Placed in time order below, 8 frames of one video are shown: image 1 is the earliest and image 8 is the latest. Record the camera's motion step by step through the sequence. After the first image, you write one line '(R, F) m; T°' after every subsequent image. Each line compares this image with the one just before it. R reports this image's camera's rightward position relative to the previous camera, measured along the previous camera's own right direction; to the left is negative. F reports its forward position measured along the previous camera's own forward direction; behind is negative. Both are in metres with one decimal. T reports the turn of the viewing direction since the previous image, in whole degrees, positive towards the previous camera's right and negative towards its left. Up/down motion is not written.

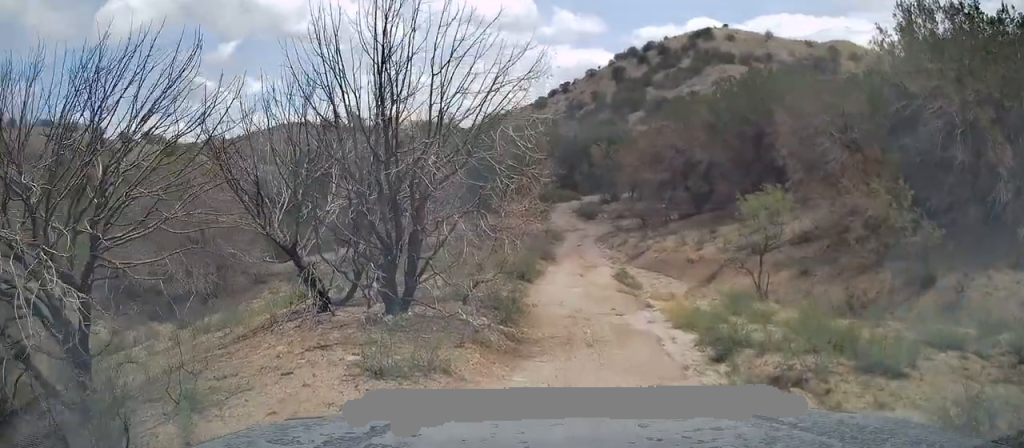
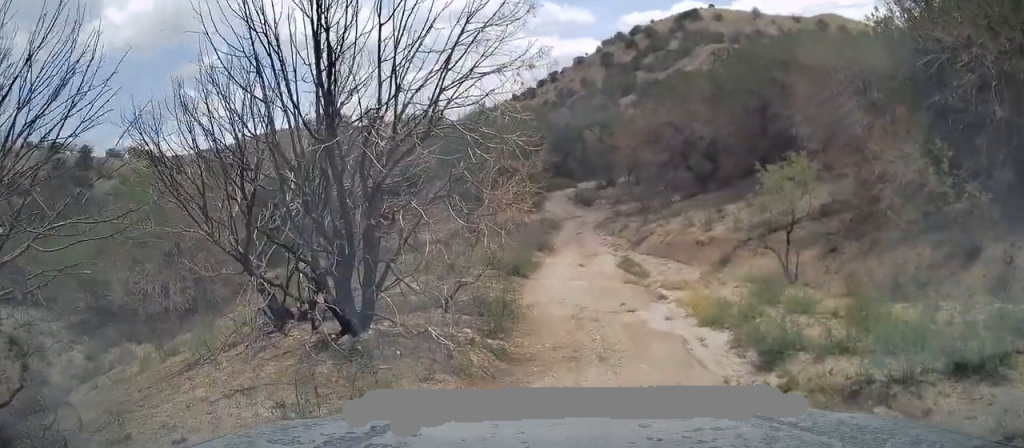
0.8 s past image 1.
(-0.1, +2.6) m; -5°
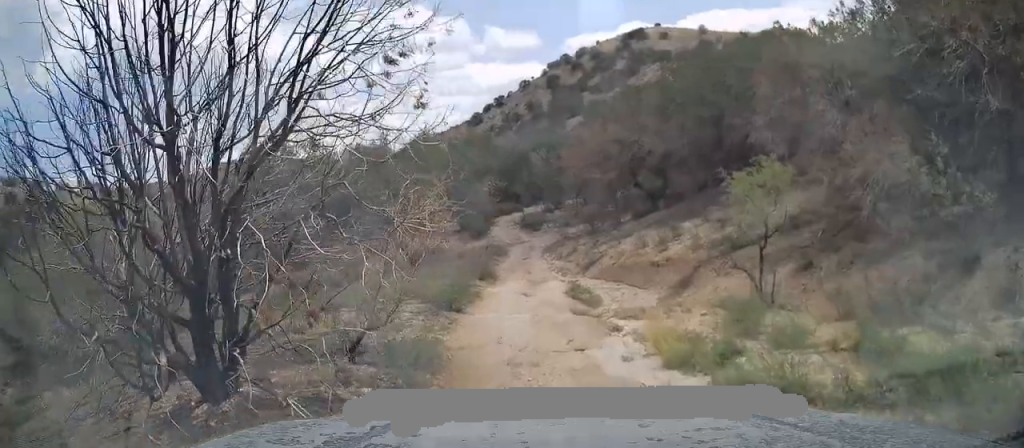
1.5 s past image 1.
(-0.1, +2.4) m; -4°
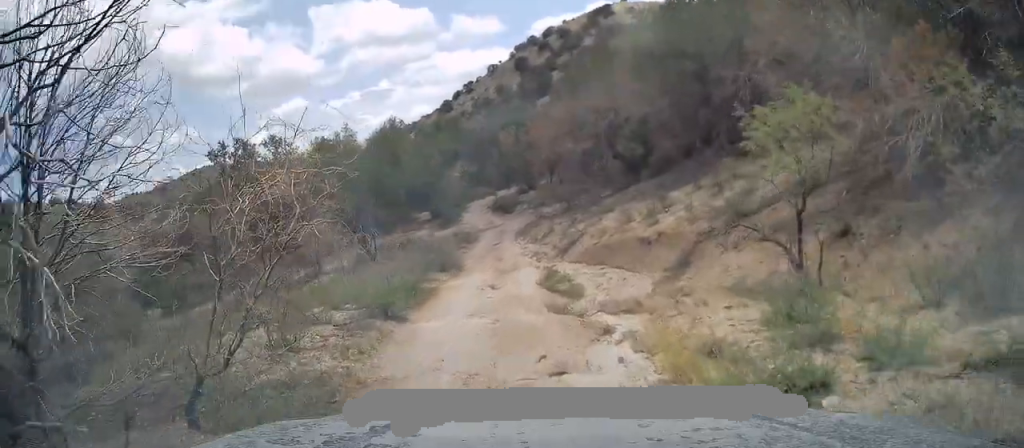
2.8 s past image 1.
(-0.1, +3.8) m; 0°
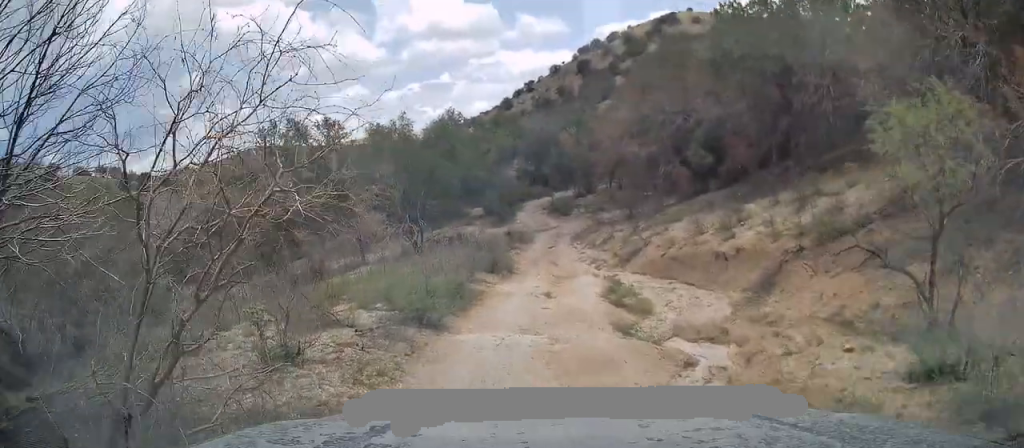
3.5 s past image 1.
(0.0, +2.2) m; +1°
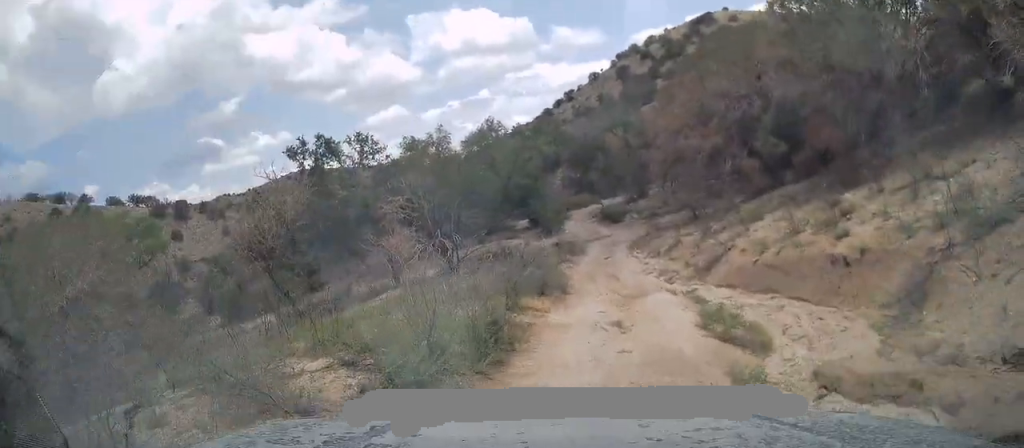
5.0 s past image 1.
(+0.2, +4.3) m; +3°
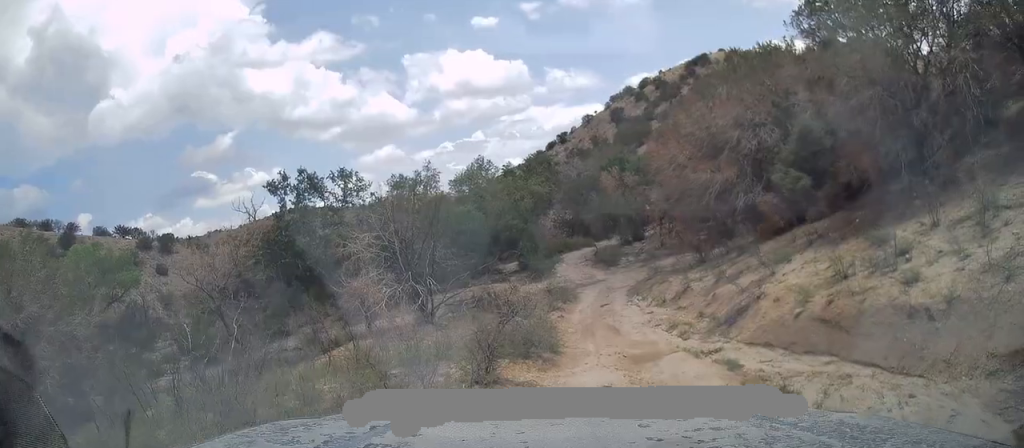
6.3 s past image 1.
(-0.1, +3.6) m; -1°
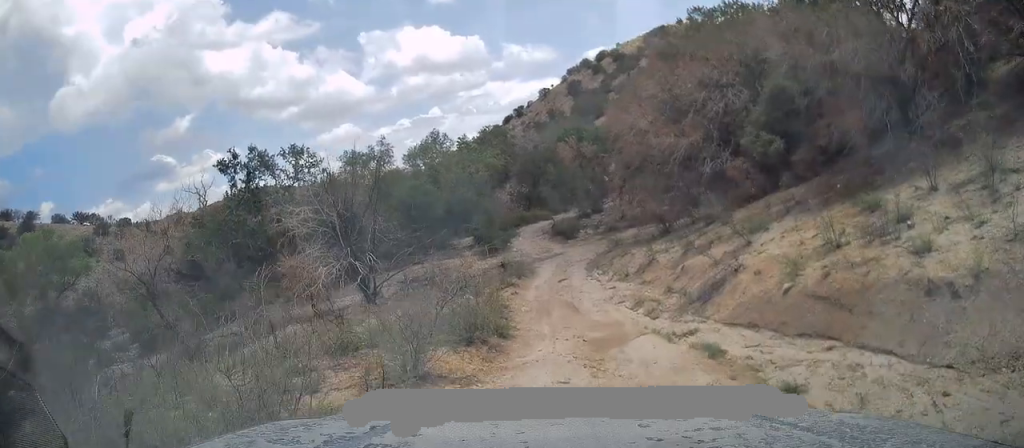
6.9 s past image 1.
(0.0, +1.6) m; 0°
